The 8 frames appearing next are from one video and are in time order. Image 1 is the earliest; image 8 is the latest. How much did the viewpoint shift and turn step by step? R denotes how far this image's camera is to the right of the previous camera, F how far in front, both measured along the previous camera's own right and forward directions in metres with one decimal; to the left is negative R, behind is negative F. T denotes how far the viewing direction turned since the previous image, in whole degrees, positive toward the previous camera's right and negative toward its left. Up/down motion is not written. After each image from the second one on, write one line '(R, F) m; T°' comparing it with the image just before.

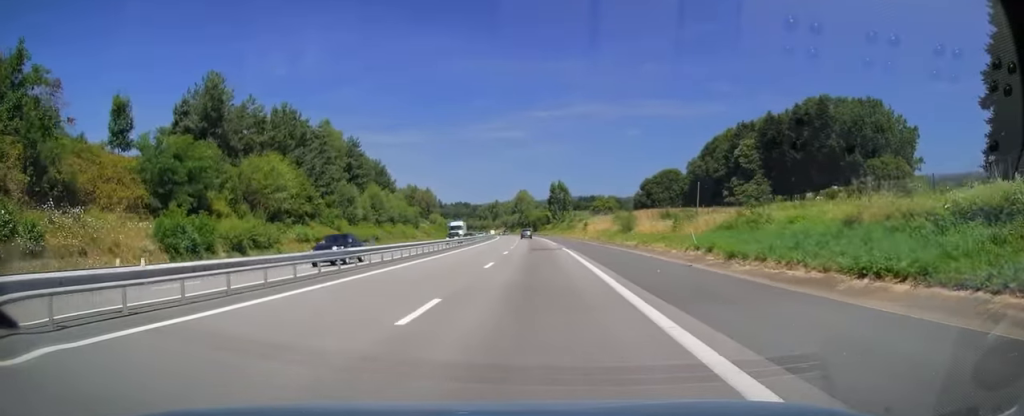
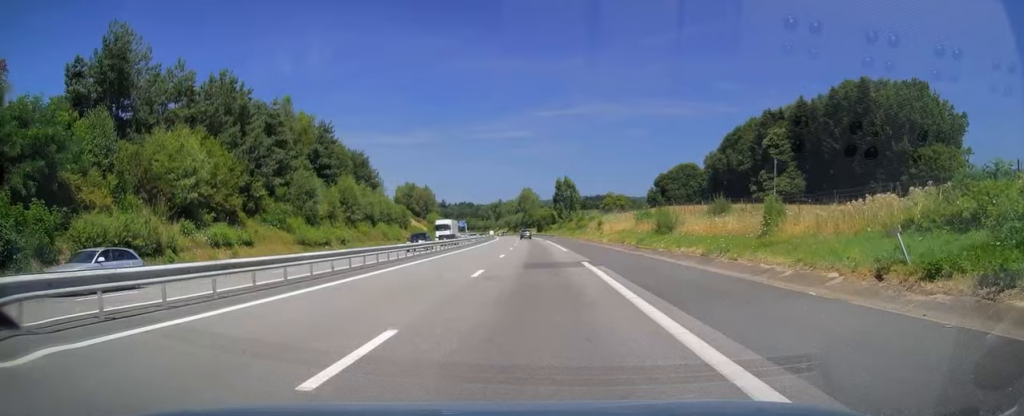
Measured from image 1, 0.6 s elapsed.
(0.0, +16.8) m; 0°
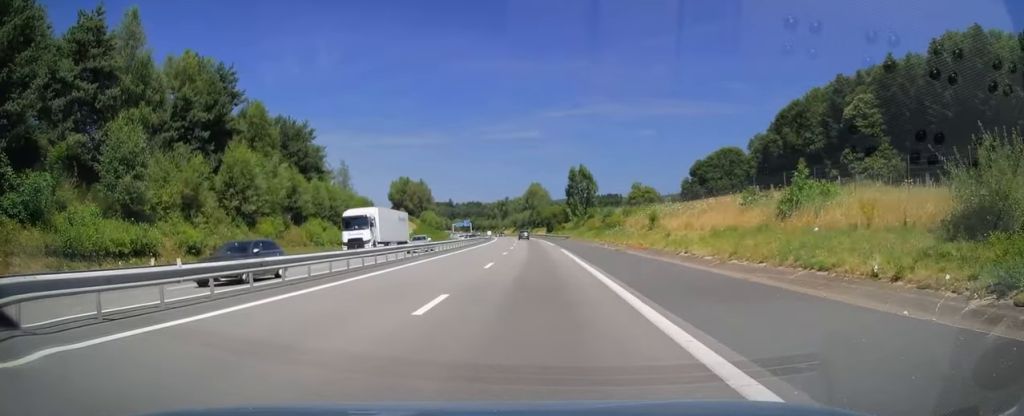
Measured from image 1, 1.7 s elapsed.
(-0.4, +34.2) m; -1°
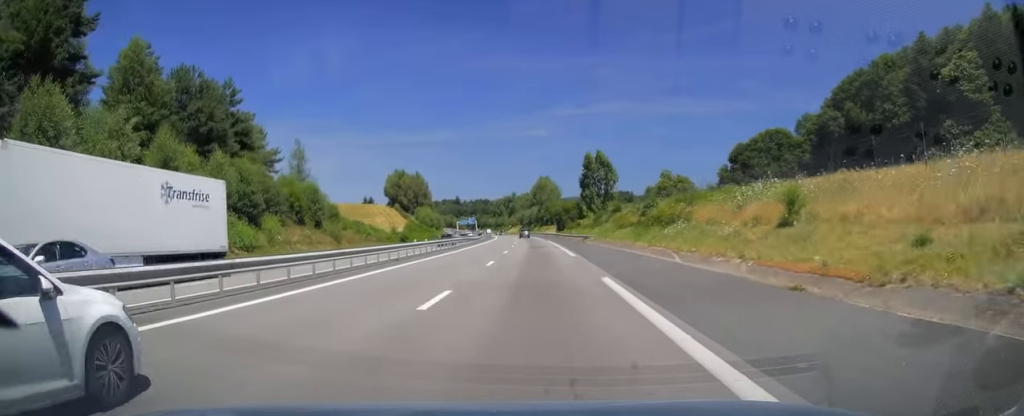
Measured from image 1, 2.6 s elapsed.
(-0.3, +25.8) m; -1°
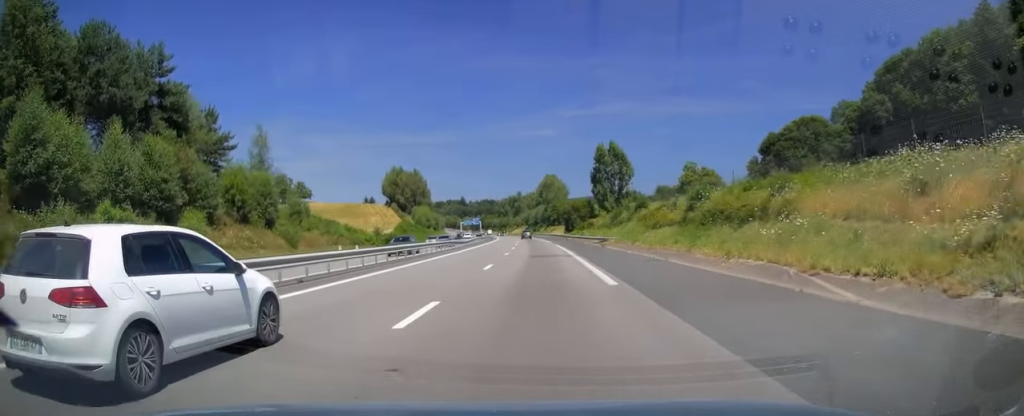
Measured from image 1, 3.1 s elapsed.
(0.0, +14.9) m; -1°
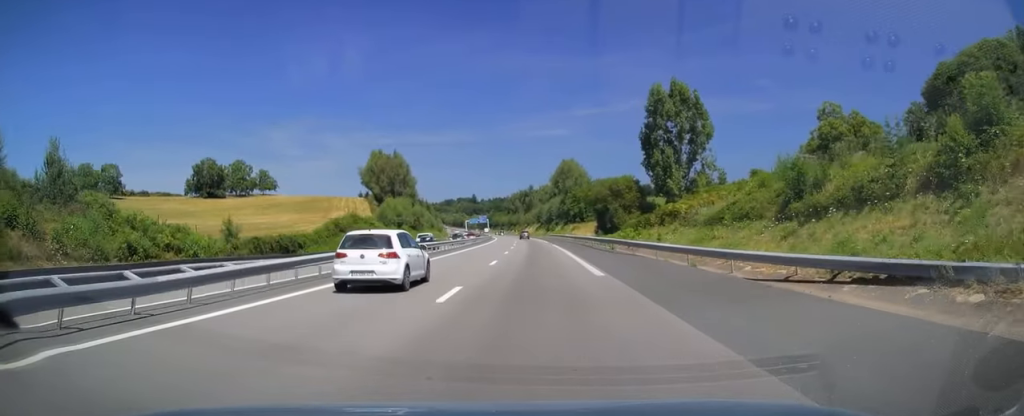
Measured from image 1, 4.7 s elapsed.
(-0.8, +49.0) m; -2°
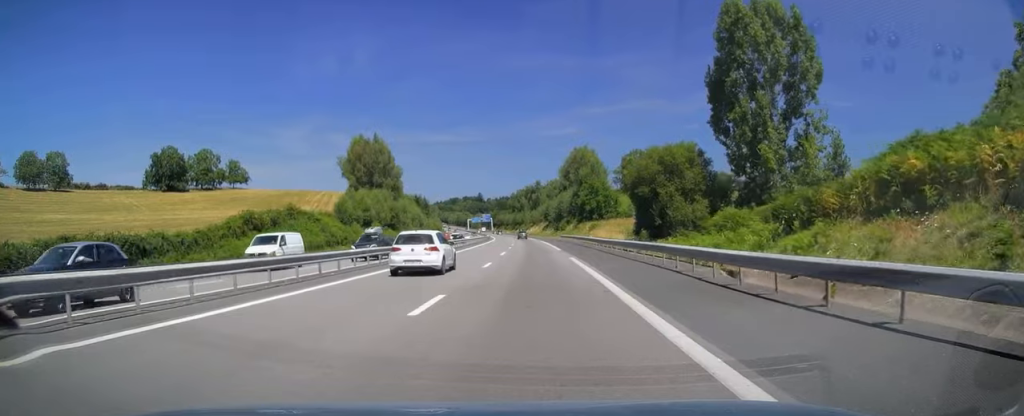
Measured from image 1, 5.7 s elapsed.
(-0.2, +27.5) m; -1°
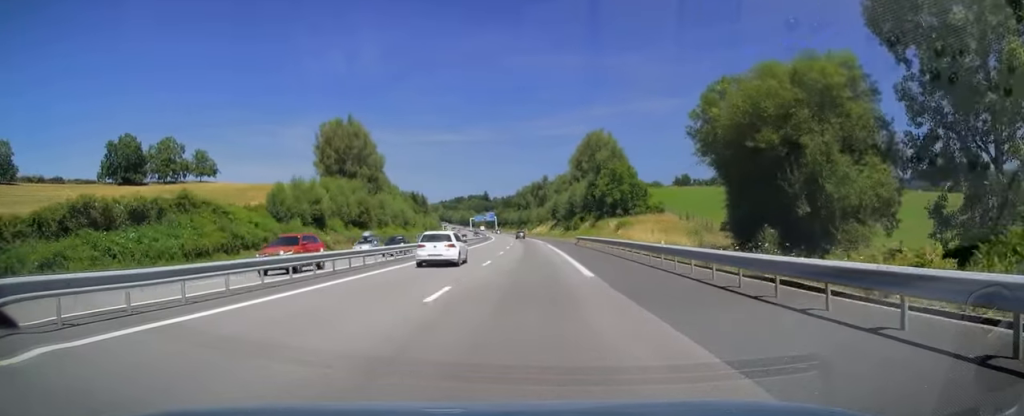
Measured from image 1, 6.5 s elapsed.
(0.0, +24.0) m; -1°
